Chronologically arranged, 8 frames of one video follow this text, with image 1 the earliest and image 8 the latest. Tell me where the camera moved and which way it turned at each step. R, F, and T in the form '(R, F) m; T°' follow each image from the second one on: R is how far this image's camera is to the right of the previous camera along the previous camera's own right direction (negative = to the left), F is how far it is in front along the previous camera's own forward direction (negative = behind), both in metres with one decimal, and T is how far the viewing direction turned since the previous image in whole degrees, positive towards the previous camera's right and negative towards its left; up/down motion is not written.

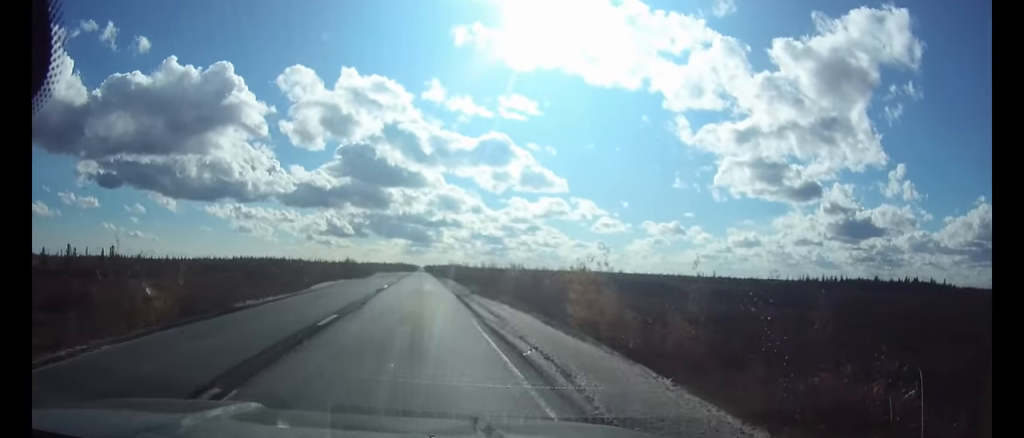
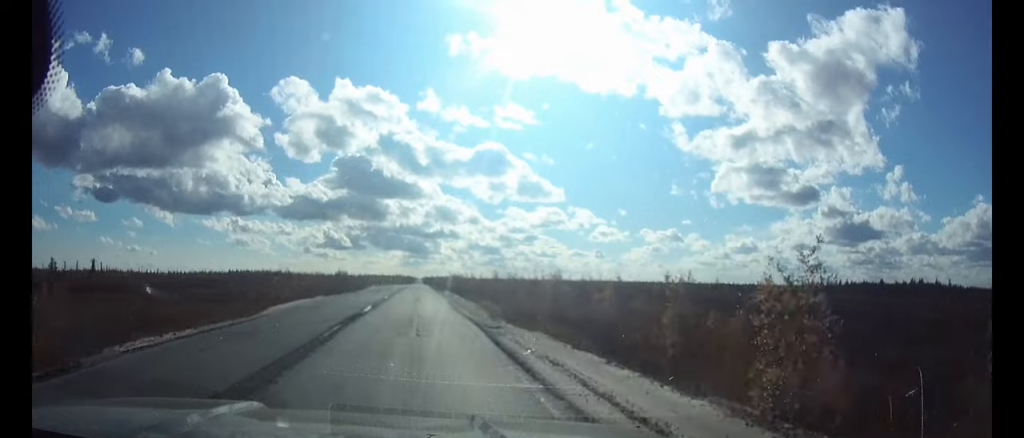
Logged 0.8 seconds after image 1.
(0.0, +12.4) m; 0°
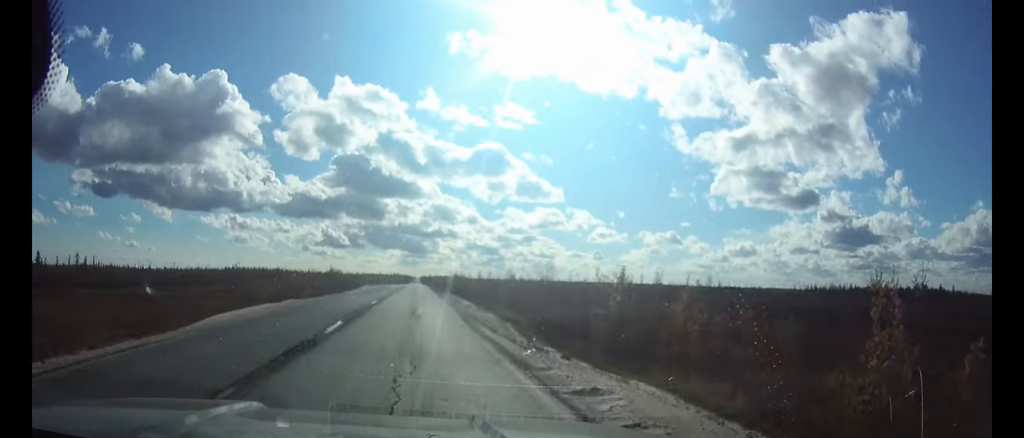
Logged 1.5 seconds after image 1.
(0.0, +9.6) m; 0°
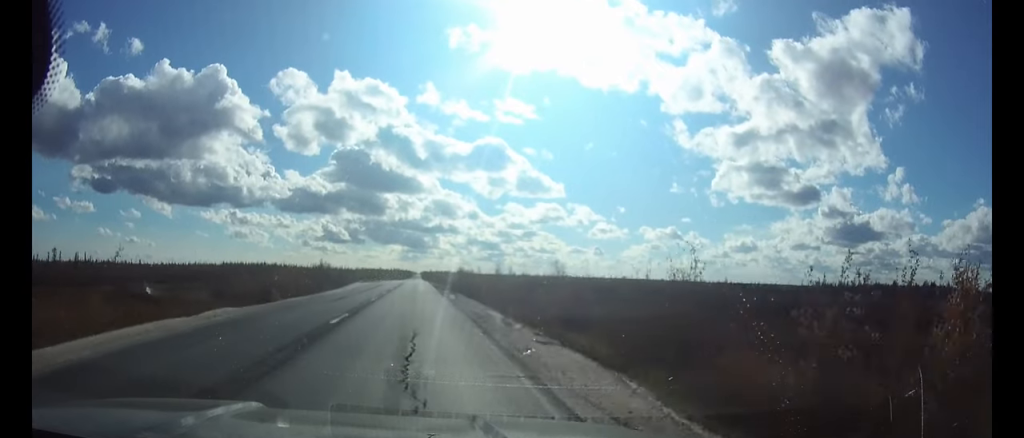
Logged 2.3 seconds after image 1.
(0.0, +13.0) m; 0°
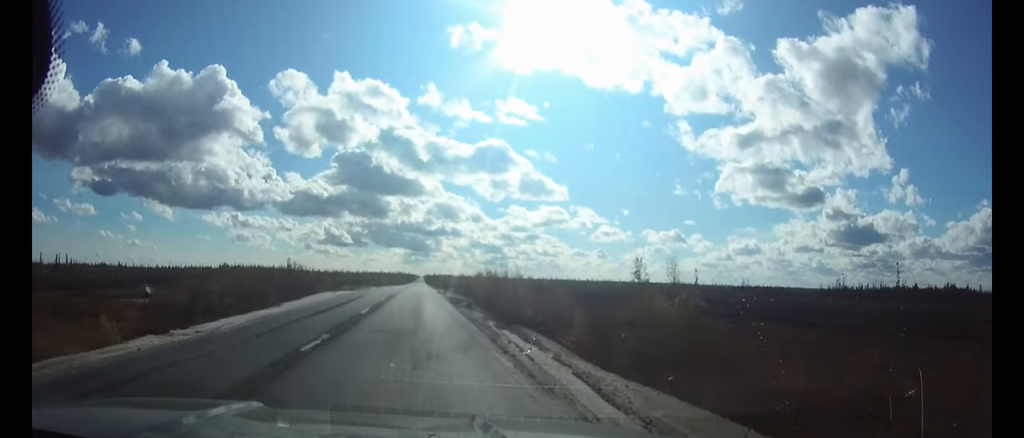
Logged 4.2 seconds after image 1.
(-0.1, +29.5) m; 0°
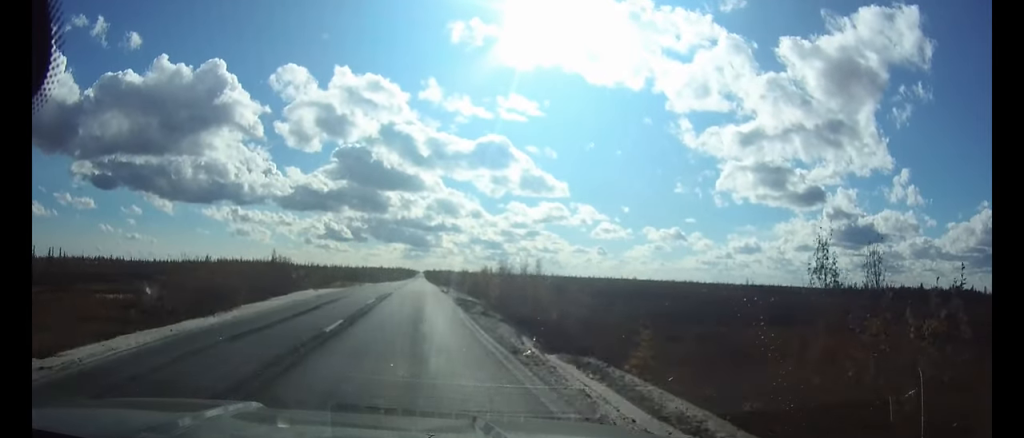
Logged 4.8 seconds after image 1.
(0.0, +9.2) m; 0°
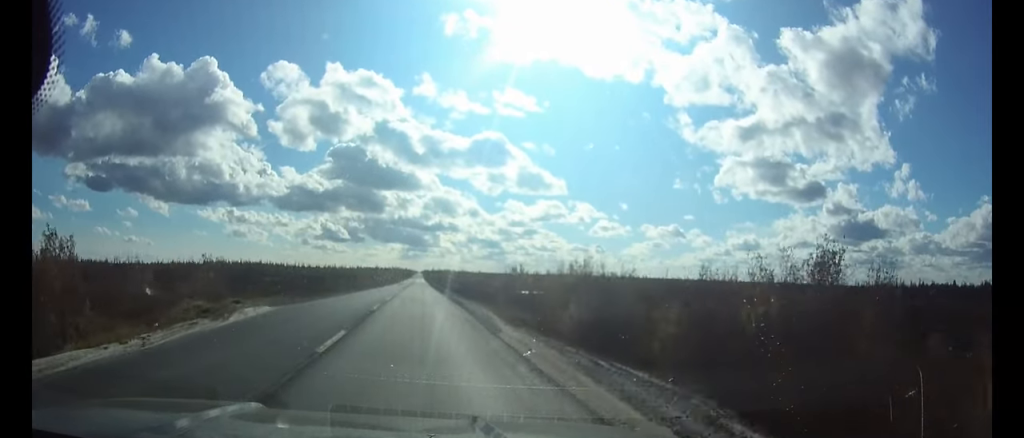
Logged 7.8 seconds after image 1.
(+0.2, +50.2) m; +1°
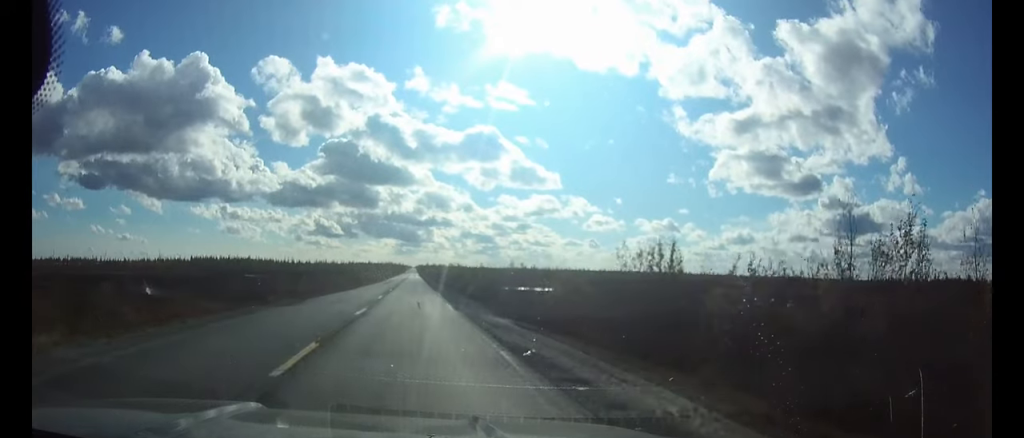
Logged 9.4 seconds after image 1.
(+0.1, +27.4) m; 0°
